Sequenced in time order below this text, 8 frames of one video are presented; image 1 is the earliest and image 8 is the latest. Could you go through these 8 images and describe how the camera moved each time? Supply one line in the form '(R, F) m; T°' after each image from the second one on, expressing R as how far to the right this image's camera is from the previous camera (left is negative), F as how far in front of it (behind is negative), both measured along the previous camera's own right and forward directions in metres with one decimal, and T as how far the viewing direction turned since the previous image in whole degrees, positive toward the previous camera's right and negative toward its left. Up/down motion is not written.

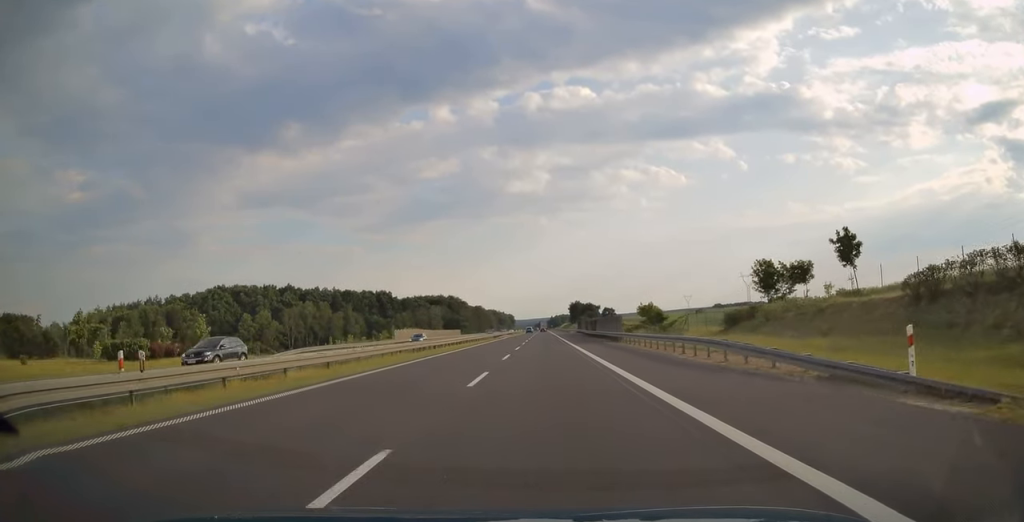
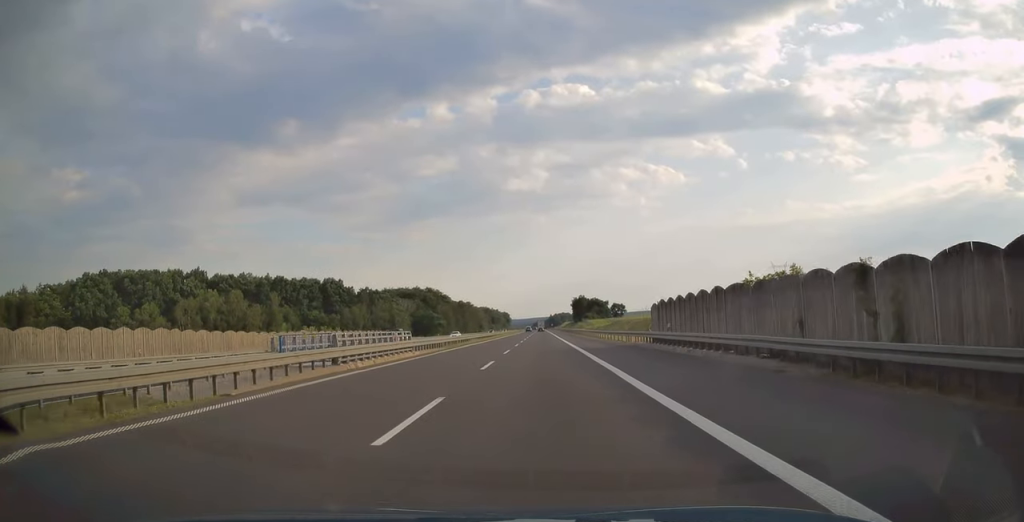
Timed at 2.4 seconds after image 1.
(-0.1, +79.3) m; 0°
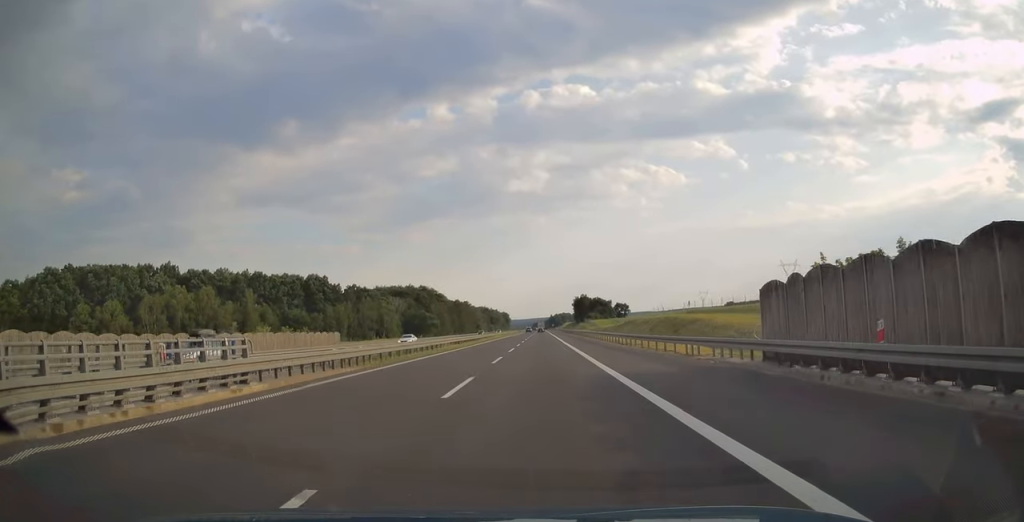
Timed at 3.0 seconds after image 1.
(0.0, +18.6) m; 0°
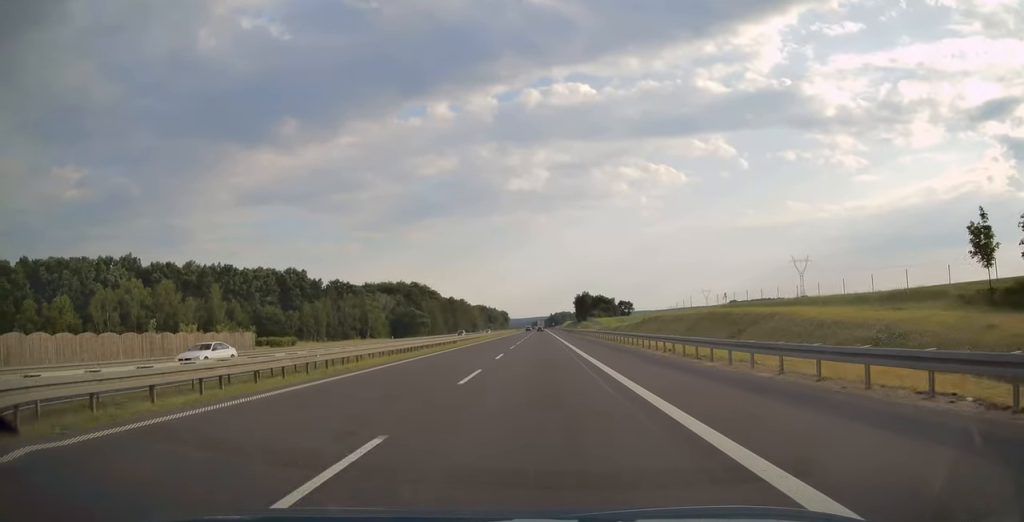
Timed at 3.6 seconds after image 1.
(0.0, +21.3) m; 0°
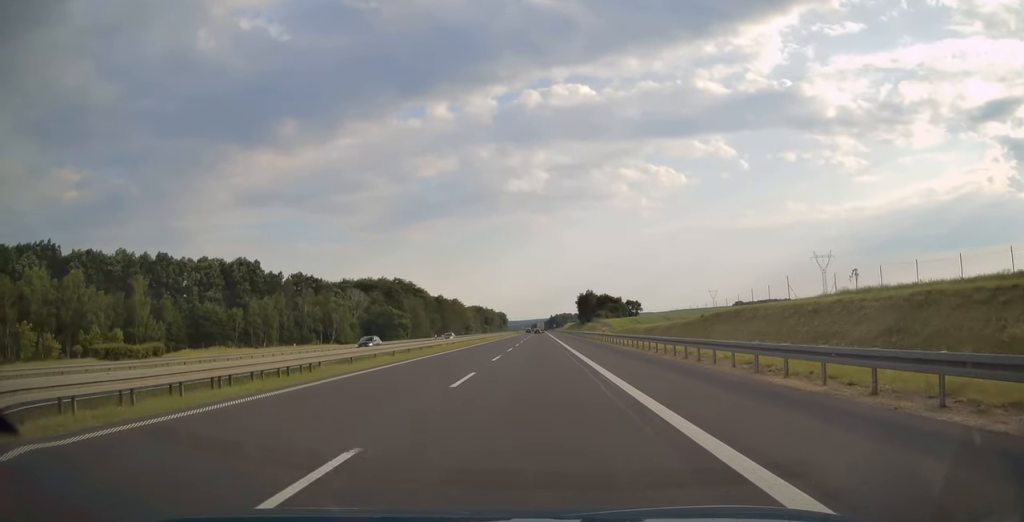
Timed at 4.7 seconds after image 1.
(+0.1, +36.7) m; 0°
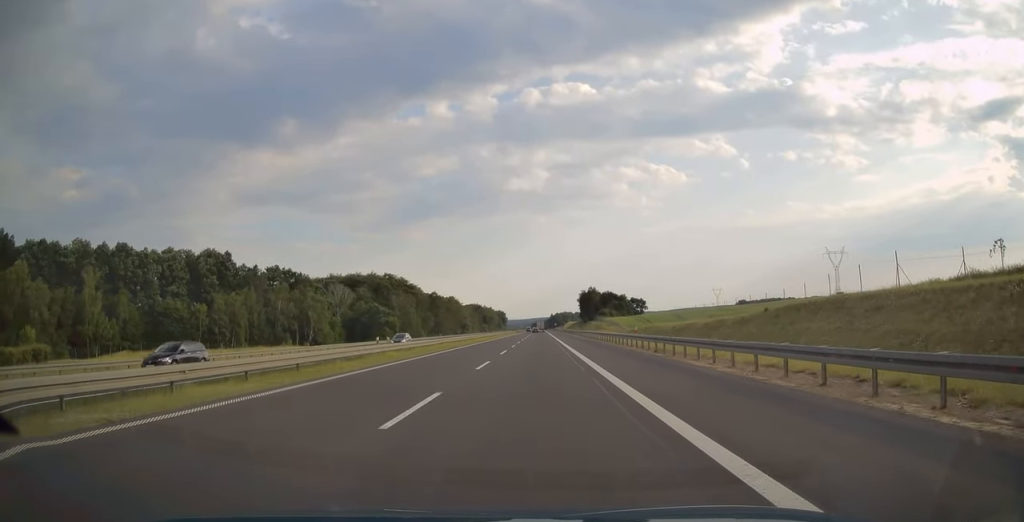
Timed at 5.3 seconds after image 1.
(0.0, +18.1) m; 0°
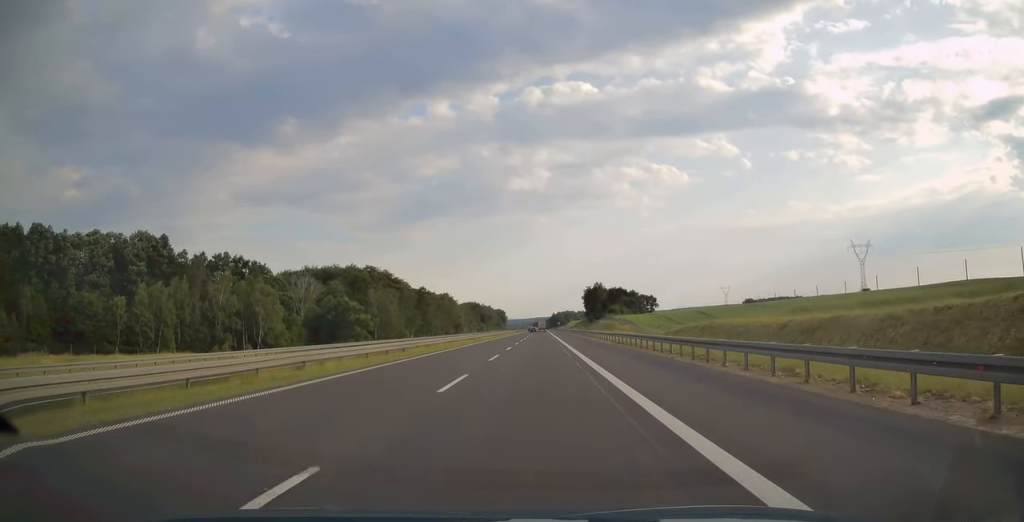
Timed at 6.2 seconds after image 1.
(-0.1, +31.2) m; 0°
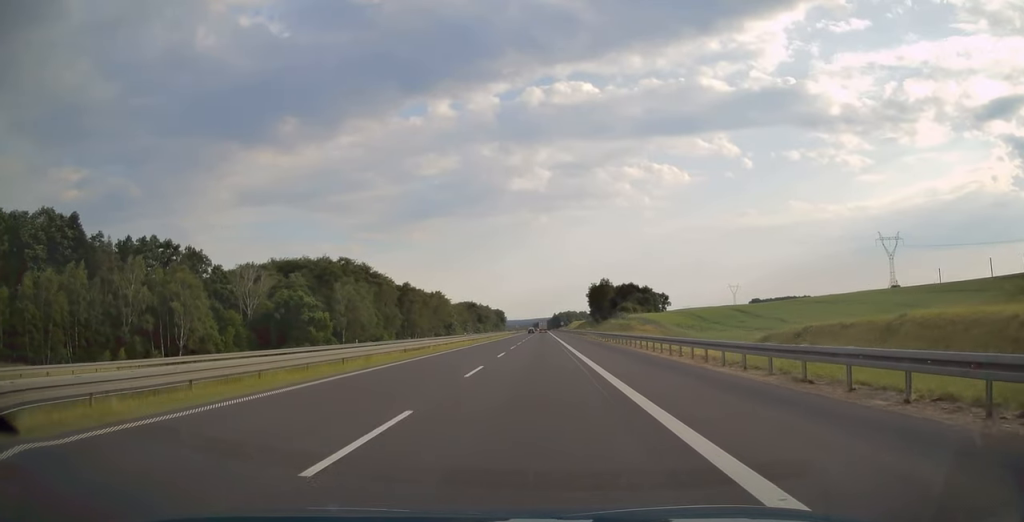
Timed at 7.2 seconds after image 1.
(0.0, +31.8) m; 0°
